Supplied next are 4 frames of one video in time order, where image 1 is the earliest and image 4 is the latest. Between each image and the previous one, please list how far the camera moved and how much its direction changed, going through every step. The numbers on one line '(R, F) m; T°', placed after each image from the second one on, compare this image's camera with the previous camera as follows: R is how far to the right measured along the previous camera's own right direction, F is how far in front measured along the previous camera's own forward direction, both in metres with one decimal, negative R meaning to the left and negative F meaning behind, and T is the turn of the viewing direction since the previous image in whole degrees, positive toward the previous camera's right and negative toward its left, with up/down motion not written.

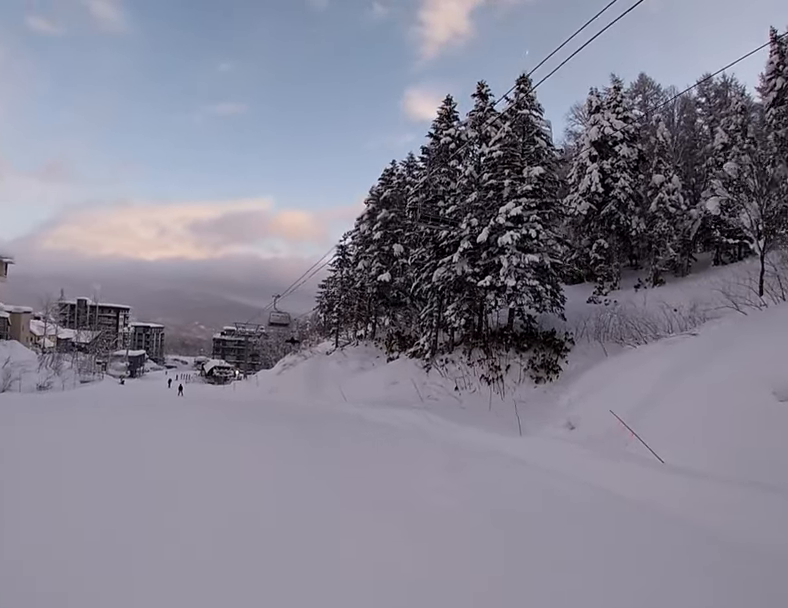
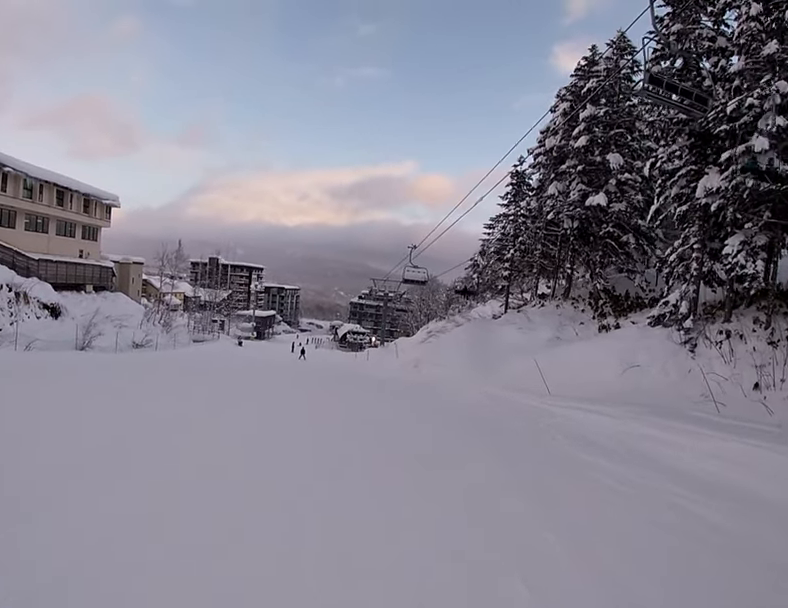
(-0.5, +14.8) m; -1°
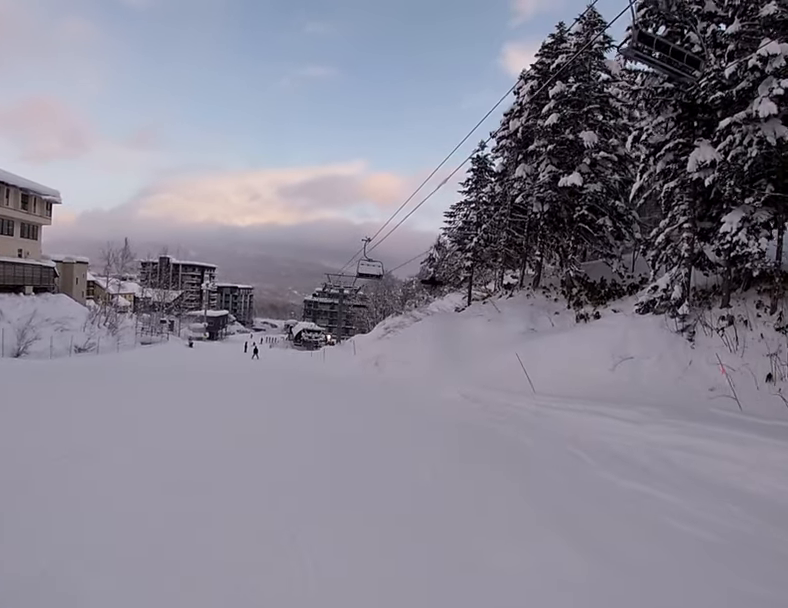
(-0.3, +3.1) m; -2°
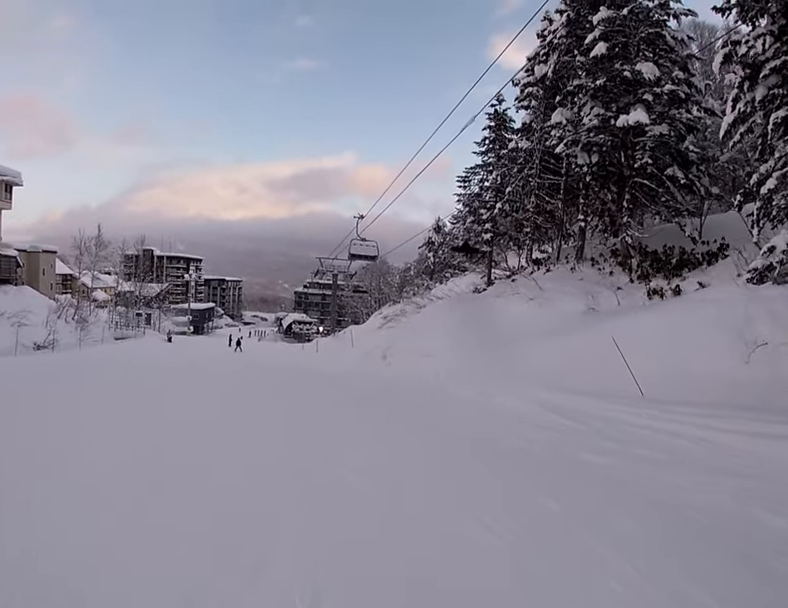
(+0.2, +7.1) m; -1°
